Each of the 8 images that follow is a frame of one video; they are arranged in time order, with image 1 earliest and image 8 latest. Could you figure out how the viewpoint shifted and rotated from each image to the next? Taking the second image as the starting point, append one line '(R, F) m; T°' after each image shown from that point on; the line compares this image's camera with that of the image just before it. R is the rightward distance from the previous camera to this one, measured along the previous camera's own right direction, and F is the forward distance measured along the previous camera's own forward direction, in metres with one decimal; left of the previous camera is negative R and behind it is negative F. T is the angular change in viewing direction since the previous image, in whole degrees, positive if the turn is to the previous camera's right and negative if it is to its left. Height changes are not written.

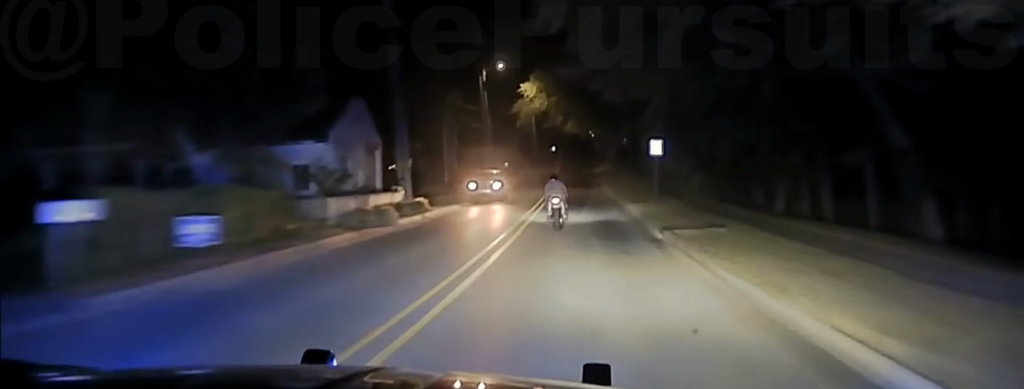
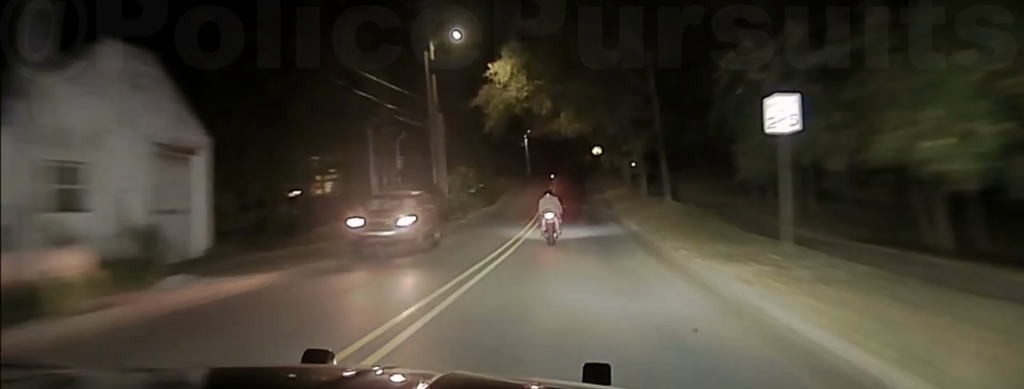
(-0.1, +26.0) m; 0°
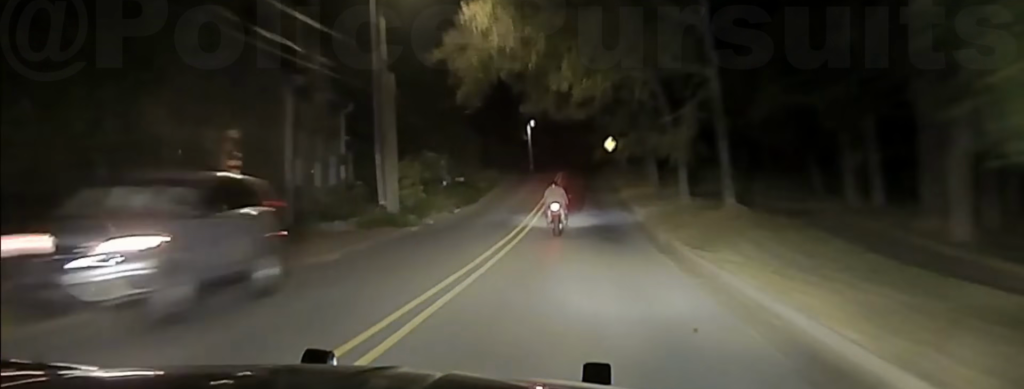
(-0.1, +14.5) m; 0°
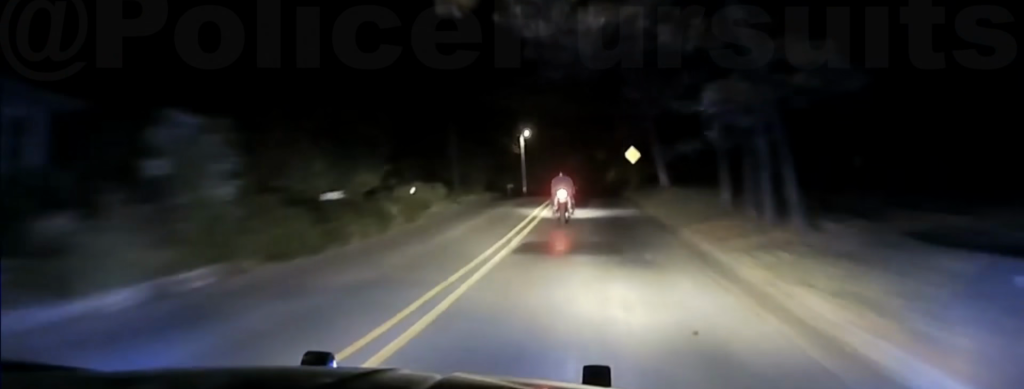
(-0.1, +26.6) m; 0°
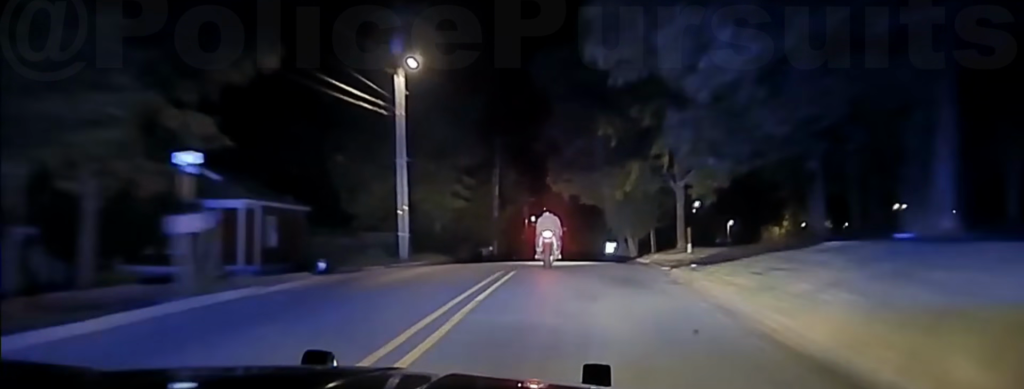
(+0.6, +56.4) m; +1°
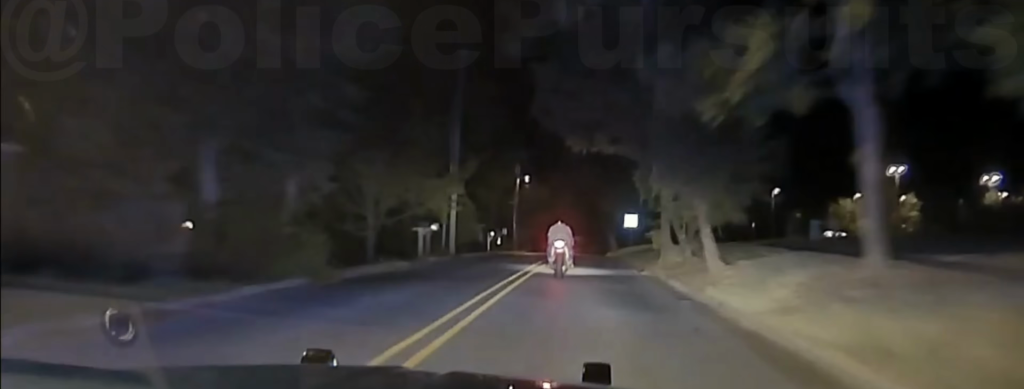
(0.0, +24.7) m; 0°
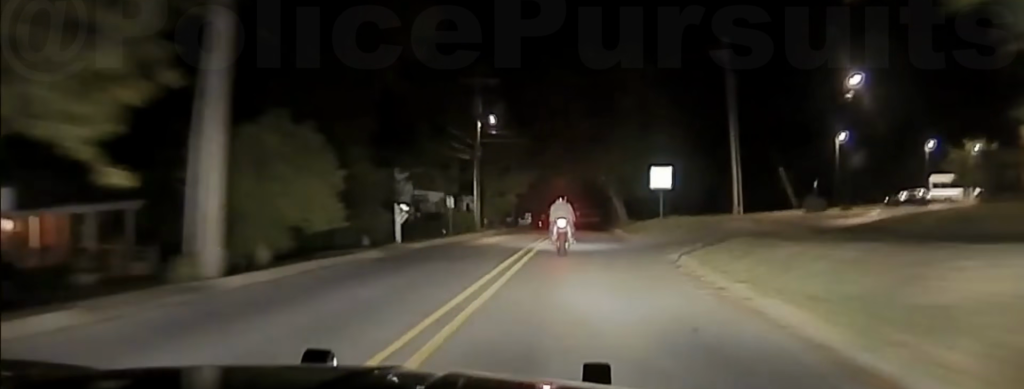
(0.0, +28.9) m; 0°
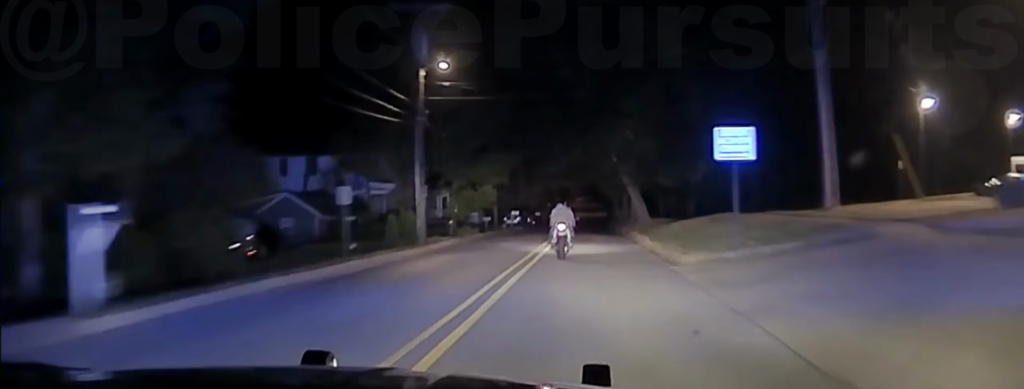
(0.0, +19.3) m; 0°
